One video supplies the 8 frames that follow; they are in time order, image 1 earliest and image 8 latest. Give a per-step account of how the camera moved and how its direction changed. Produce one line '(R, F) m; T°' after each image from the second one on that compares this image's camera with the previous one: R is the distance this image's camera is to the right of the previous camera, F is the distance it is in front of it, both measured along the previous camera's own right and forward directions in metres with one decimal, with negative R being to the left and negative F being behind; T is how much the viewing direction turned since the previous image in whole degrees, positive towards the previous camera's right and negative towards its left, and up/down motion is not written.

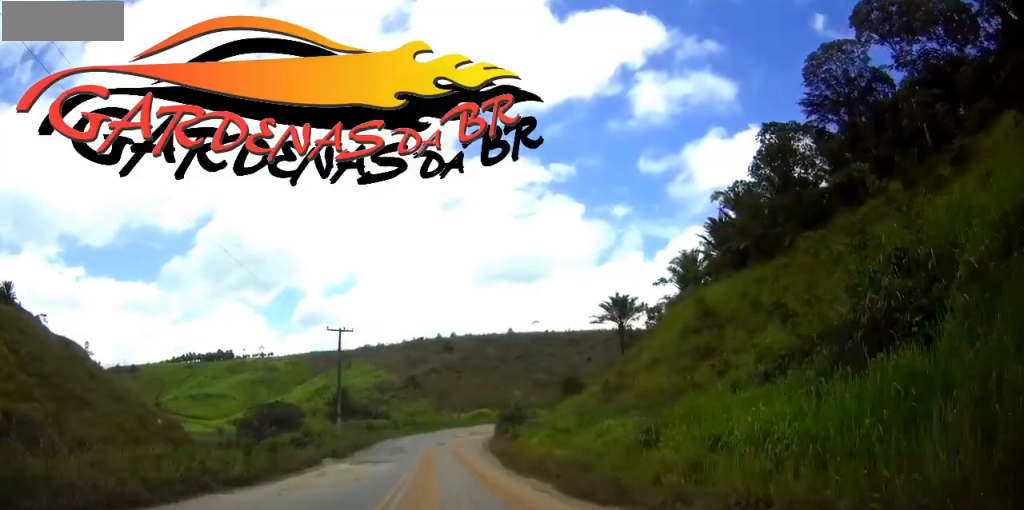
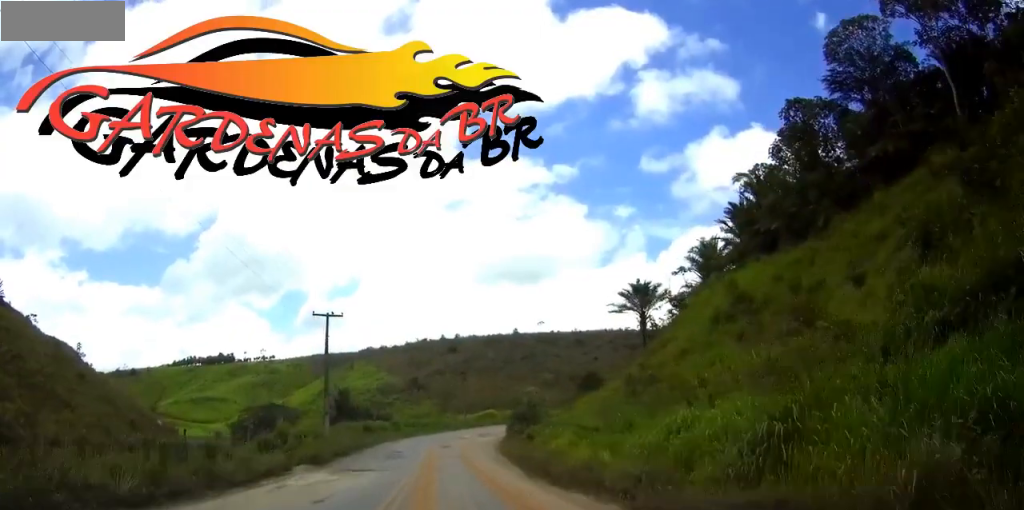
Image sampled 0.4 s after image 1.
(-0.2, +7.0) m; -1°
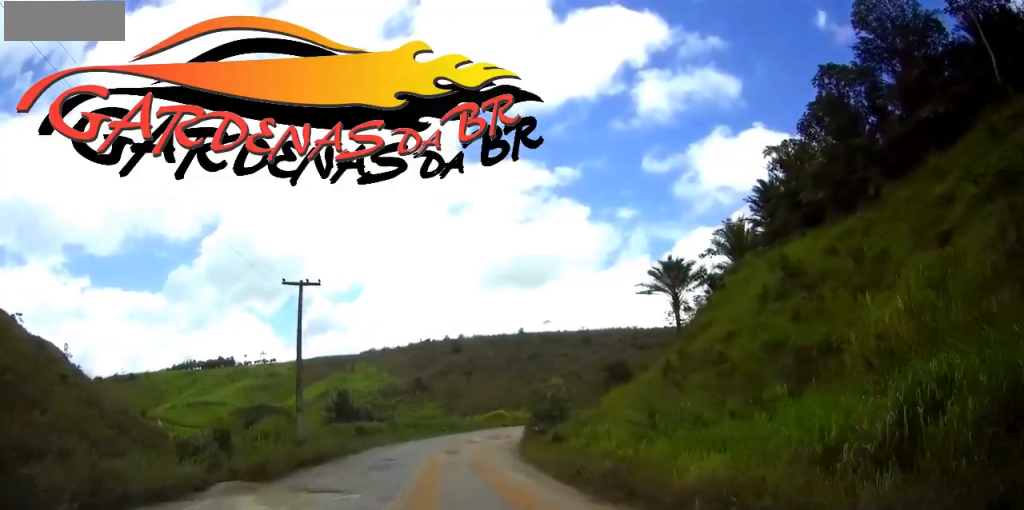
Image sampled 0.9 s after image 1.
(-0.1, +9.3) m; -1°
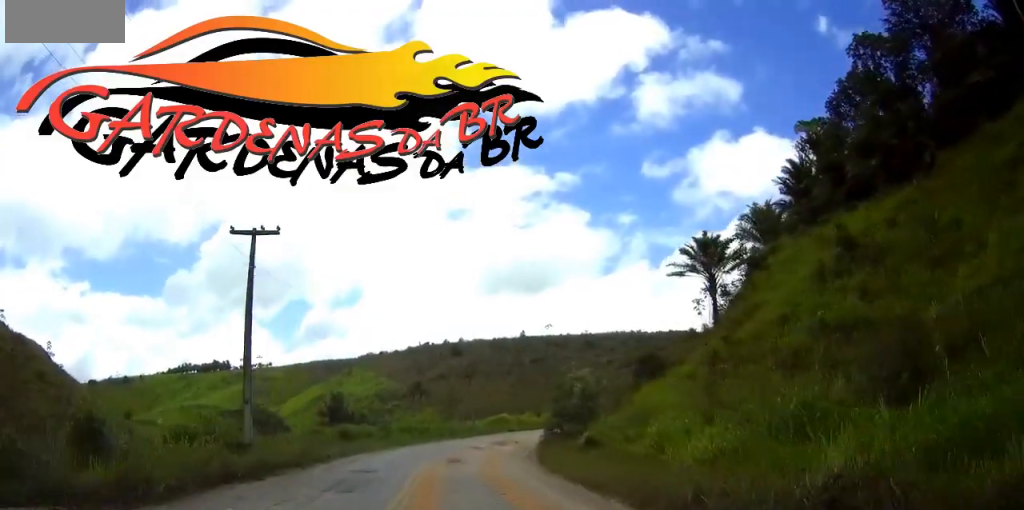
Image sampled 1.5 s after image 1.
(0.0, +8.8) m; +1°
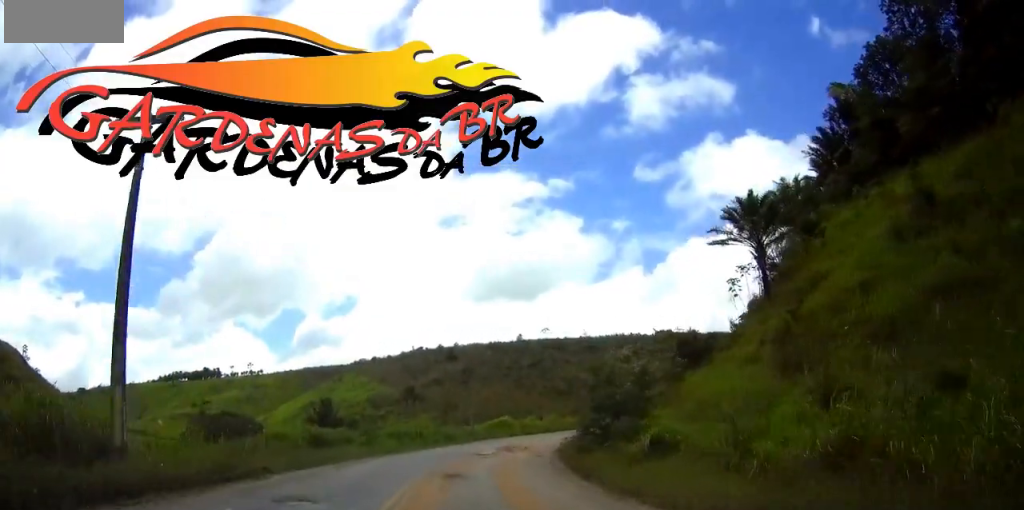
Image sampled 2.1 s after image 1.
(0.0, +10.3) m; +1°
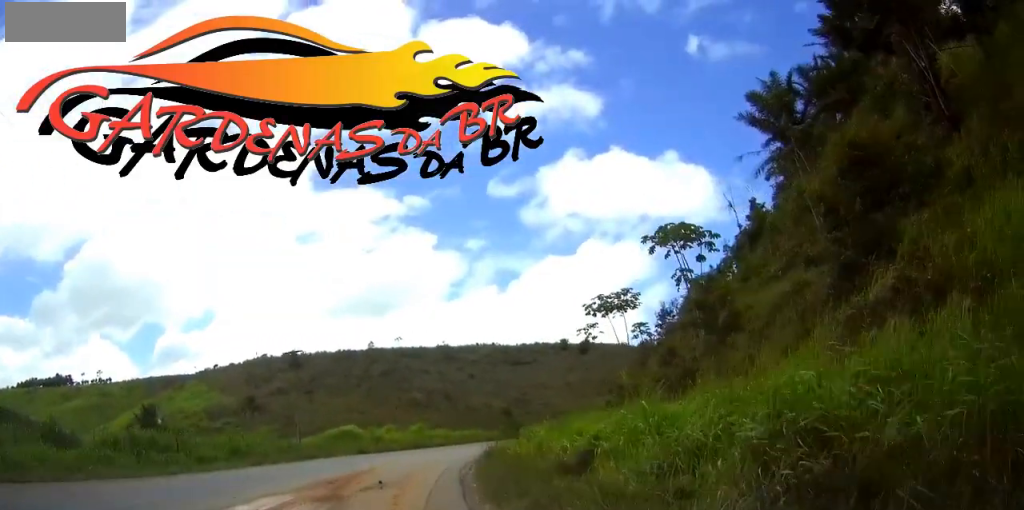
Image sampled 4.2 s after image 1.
(+2.5, +28.9) m; +10°
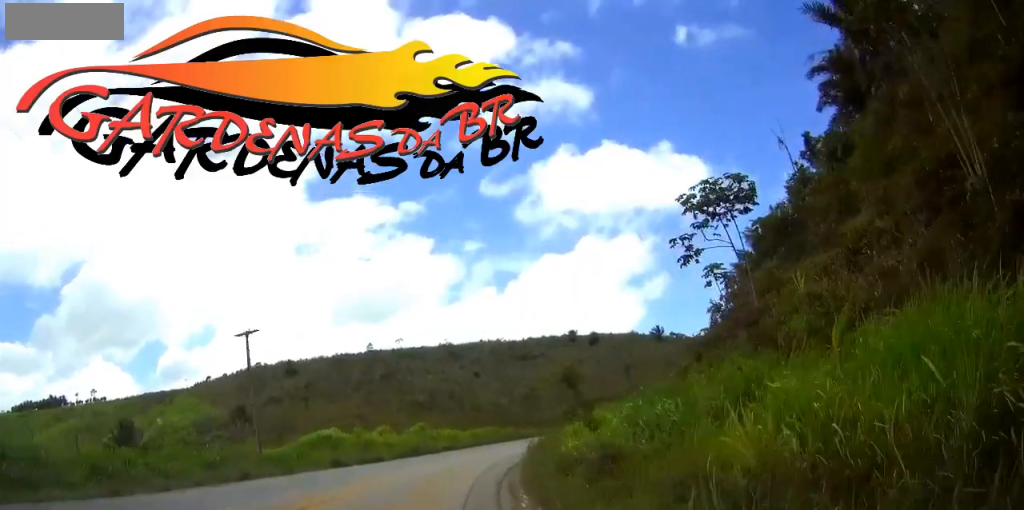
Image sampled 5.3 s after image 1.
(+0.5, +14.2) m; +2°
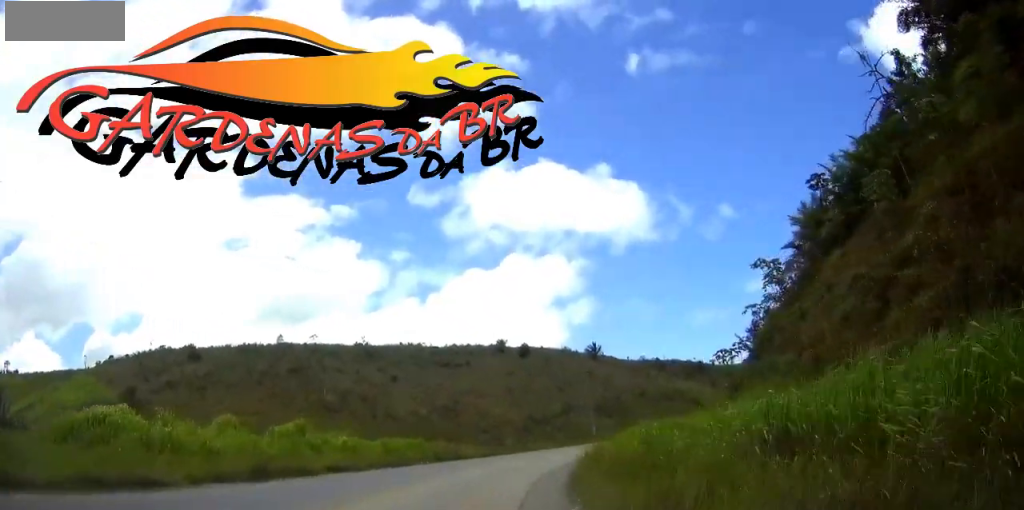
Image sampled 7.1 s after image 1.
(+1.1, +23.6) m; +9°
